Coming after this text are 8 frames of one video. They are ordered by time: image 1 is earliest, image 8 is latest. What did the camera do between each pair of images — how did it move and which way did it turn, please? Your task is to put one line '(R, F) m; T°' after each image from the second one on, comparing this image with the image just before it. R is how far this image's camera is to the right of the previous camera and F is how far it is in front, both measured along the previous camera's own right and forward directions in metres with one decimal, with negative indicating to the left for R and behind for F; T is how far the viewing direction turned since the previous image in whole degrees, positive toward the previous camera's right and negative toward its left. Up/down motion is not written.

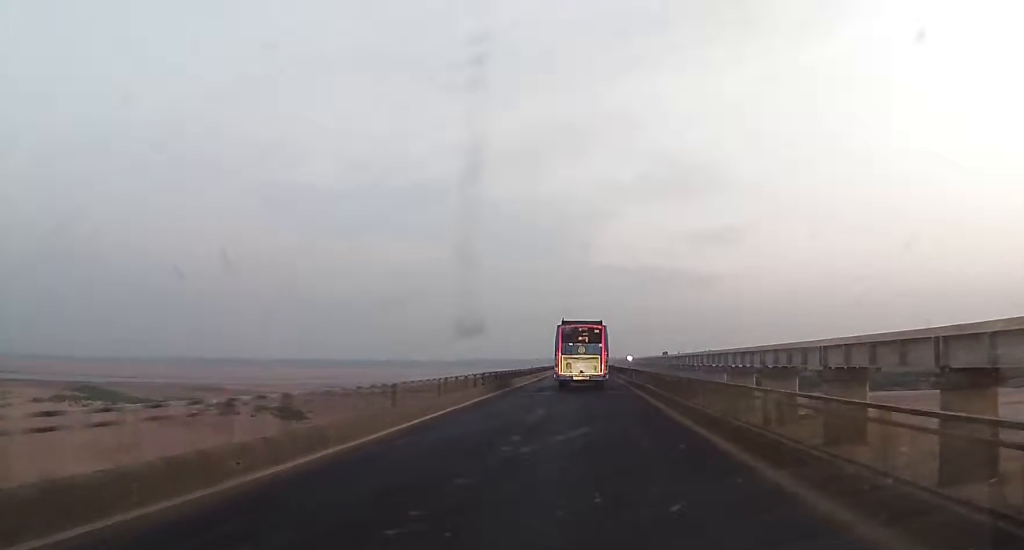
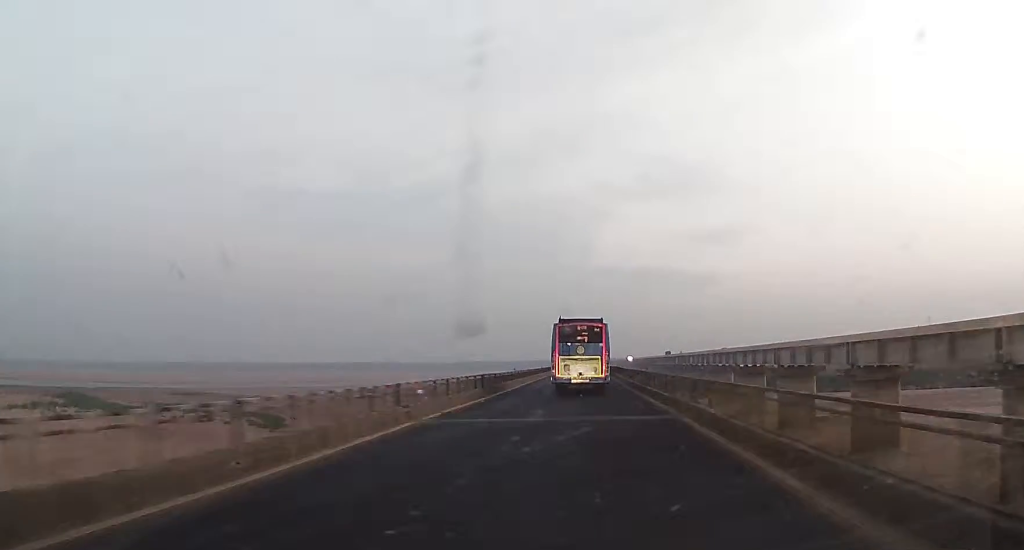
(+0.5, +16.1) m; +1°
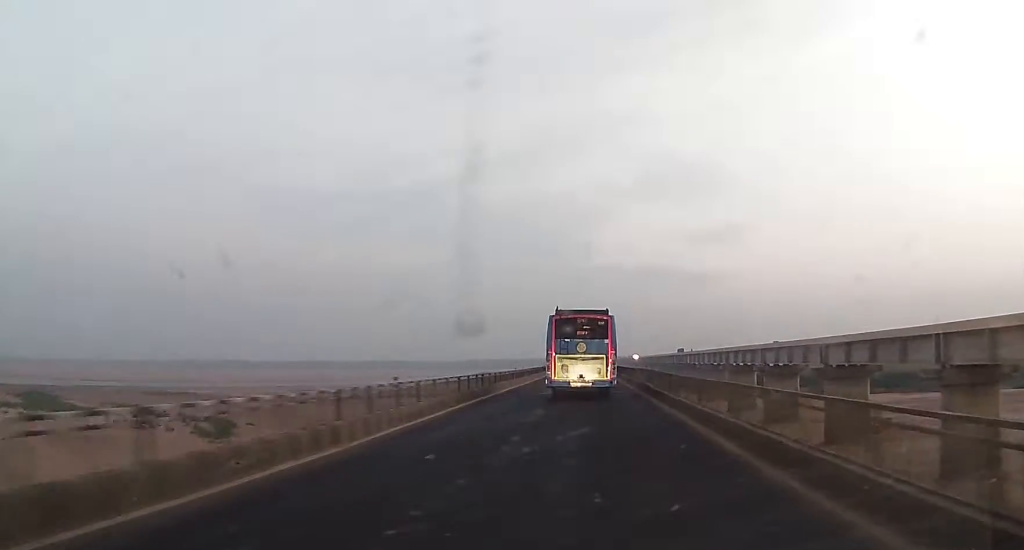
(-0.1, +33.7) m; 0°
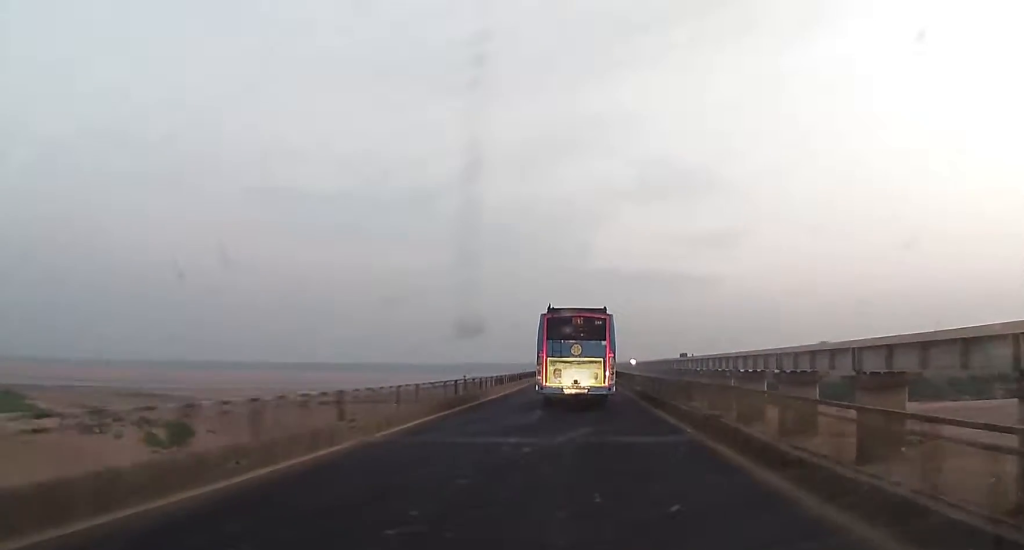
(0.0, +20.3) m; 0°
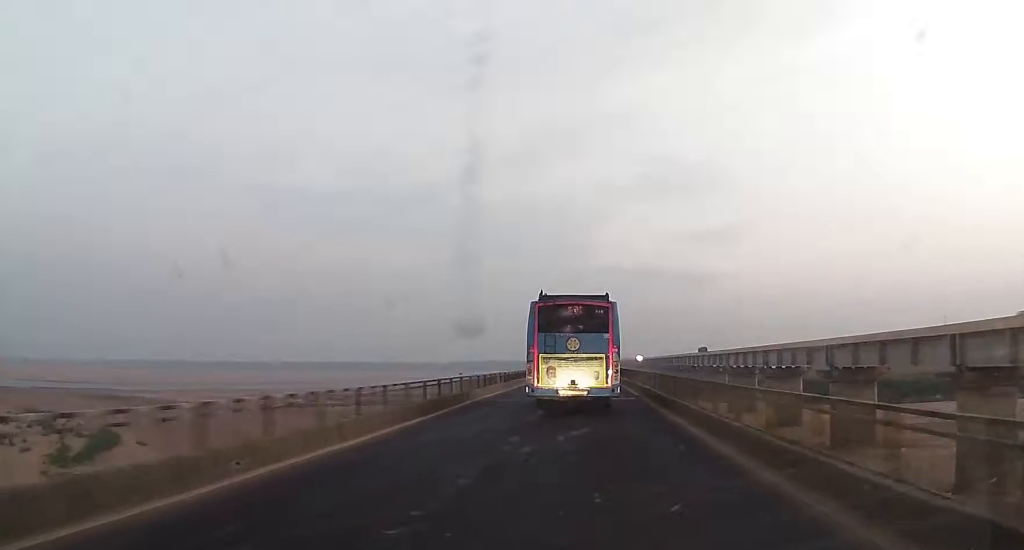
(0.0, +34.9) m; 0°
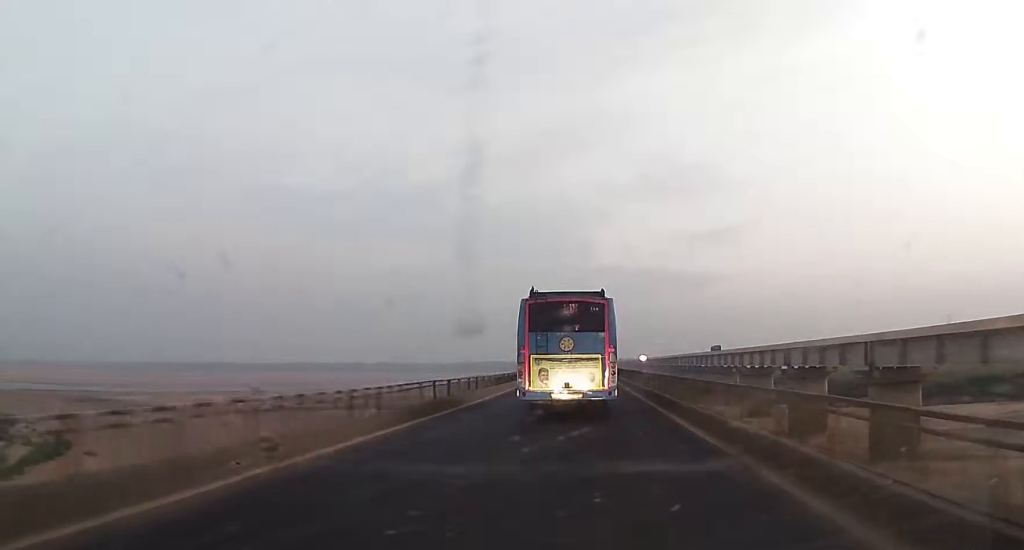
(0.0, +19.9) m; 0°
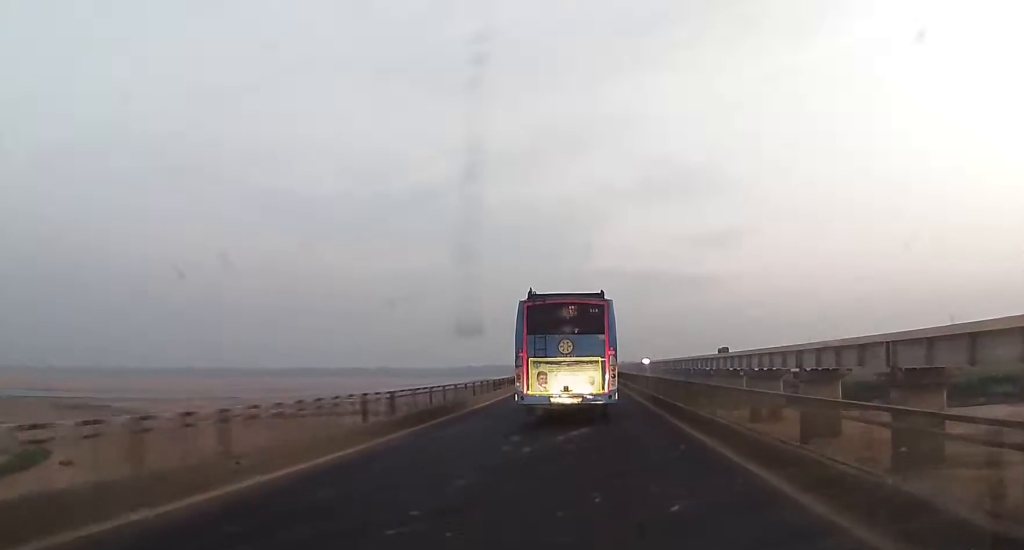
(0.0, +8.4) m; 0°
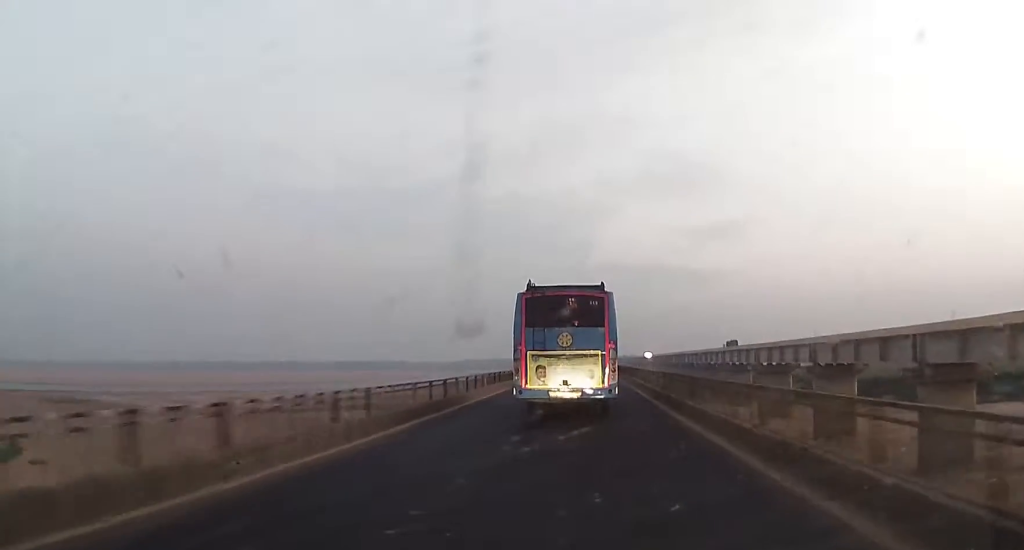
(0.0, +9.7) m; 0°
